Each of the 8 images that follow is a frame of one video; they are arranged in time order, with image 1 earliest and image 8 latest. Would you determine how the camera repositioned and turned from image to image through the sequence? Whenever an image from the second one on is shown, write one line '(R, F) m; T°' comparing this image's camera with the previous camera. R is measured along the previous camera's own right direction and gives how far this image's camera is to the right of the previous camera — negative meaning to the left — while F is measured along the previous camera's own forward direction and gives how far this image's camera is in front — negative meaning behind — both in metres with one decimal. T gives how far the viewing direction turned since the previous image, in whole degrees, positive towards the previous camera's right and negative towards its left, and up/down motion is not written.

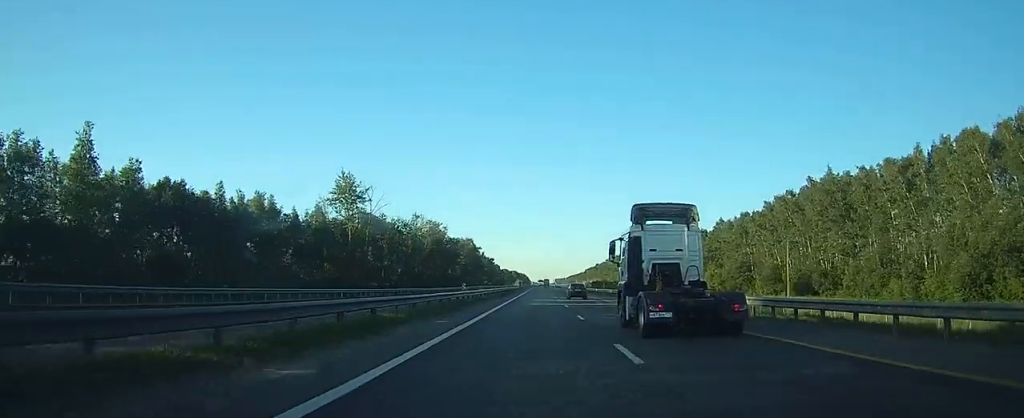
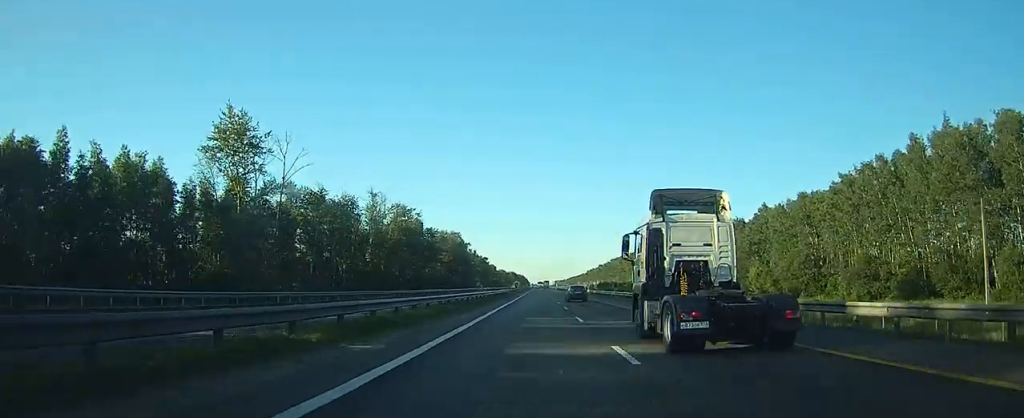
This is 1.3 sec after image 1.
(+0.2, +35.9) m; +1°
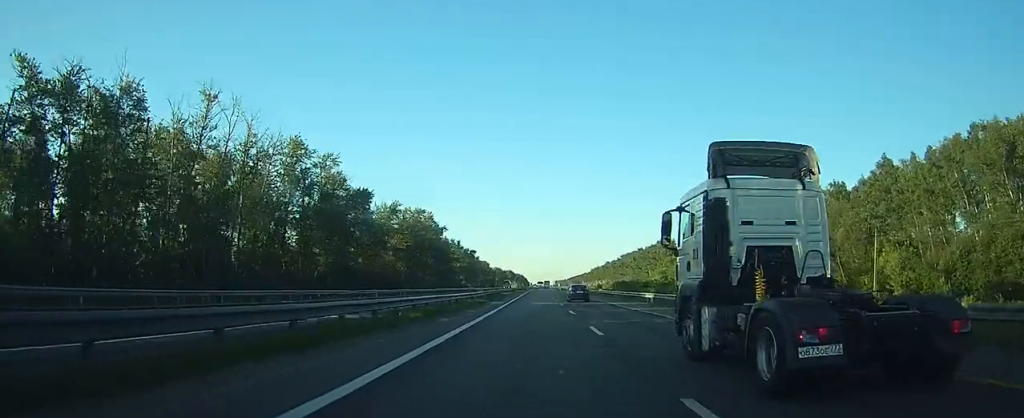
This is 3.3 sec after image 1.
(+0.3, +54.0) m; 0°
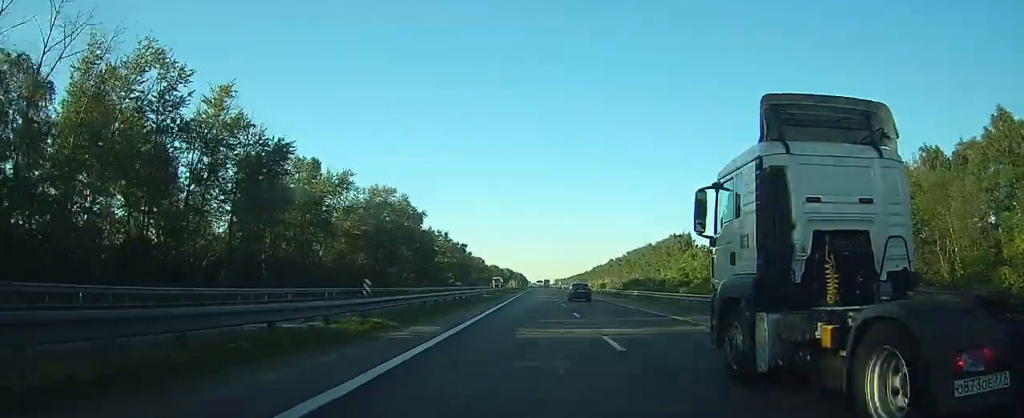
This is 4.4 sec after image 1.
(0.0, +28.1) m; 0°
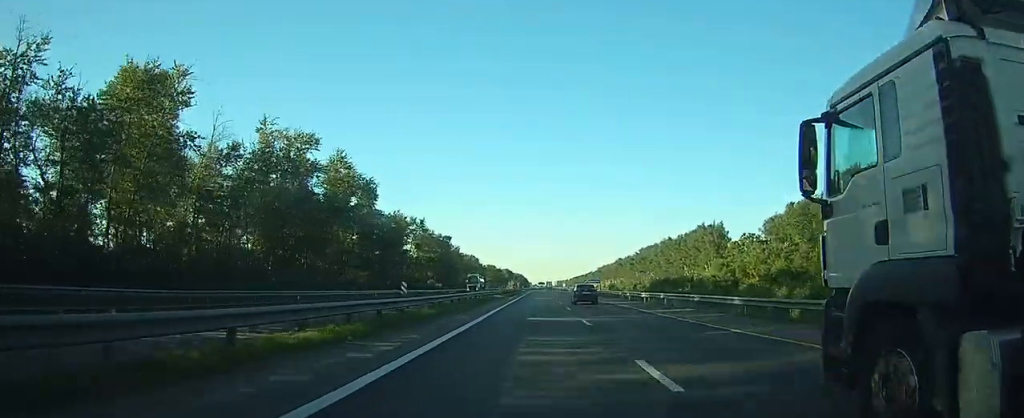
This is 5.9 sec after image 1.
(0.0, +41.0) m; 0°
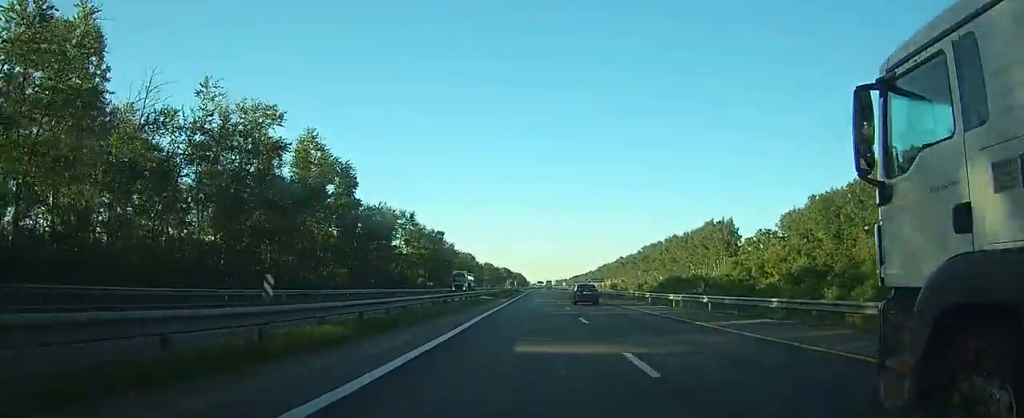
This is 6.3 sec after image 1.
(0.0, +11.0) m; 0°
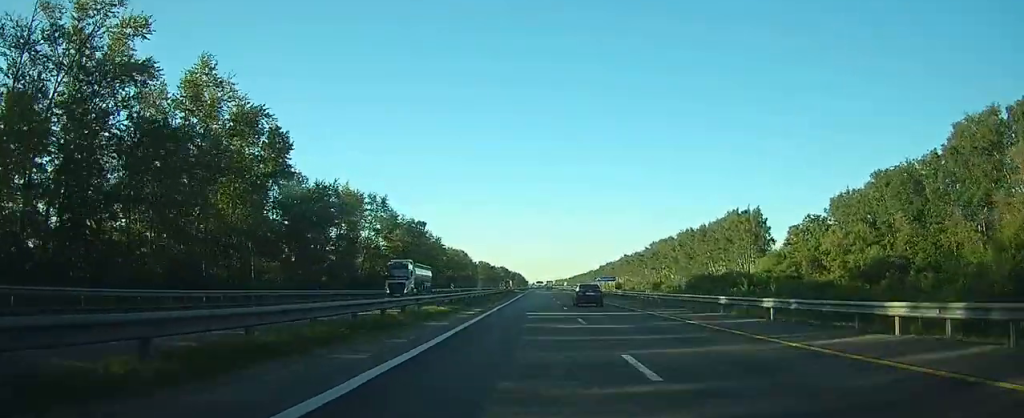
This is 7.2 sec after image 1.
(0.0, +24.5) m; 0°
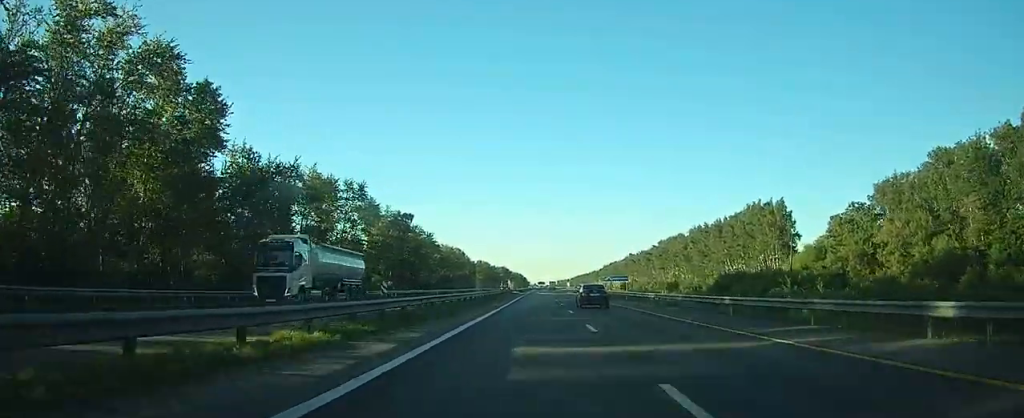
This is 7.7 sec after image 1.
(0.0, +15.4) m; 0°
